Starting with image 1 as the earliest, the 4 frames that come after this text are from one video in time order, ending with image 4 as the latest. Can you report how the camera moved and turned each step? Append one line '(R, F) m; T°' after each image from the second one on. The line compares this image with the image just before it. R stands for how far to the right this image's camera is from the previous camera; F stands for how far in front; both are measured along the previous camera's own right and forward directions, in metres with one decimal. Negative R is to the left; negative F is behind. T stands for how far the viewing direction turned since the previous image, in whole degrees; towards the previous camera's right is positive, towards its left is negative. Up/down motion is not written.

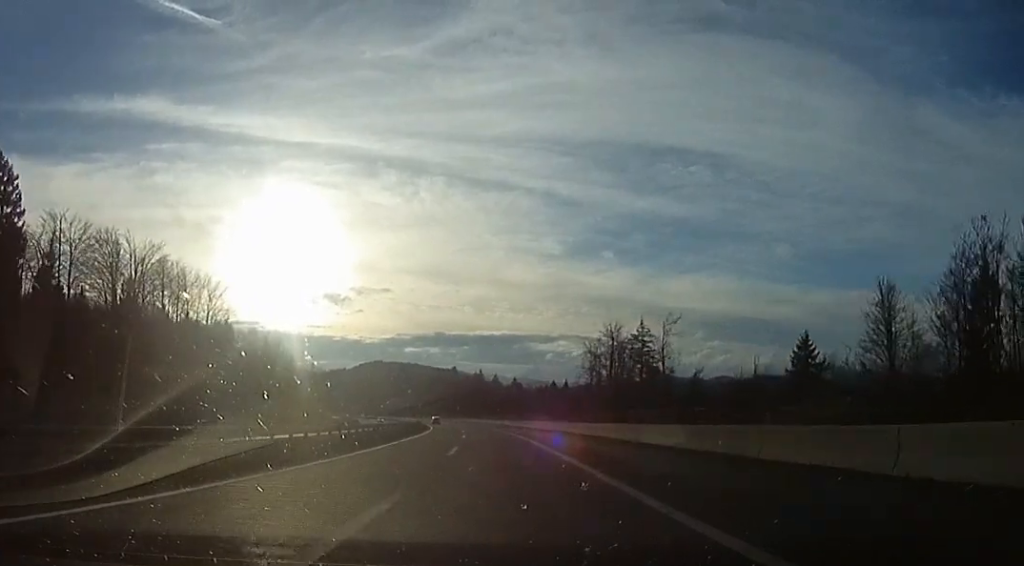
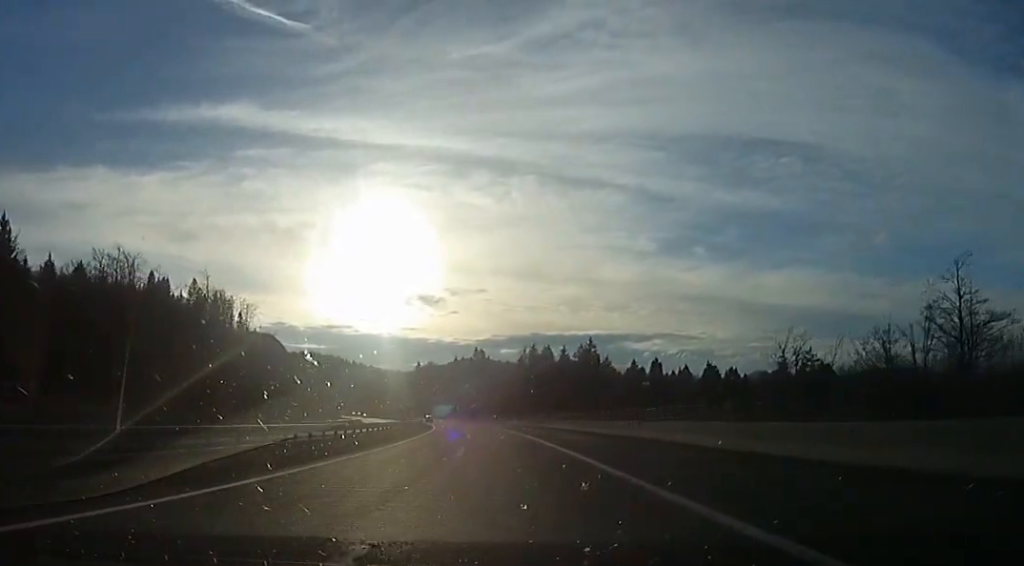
(-5.2, +116.6) m; -7°
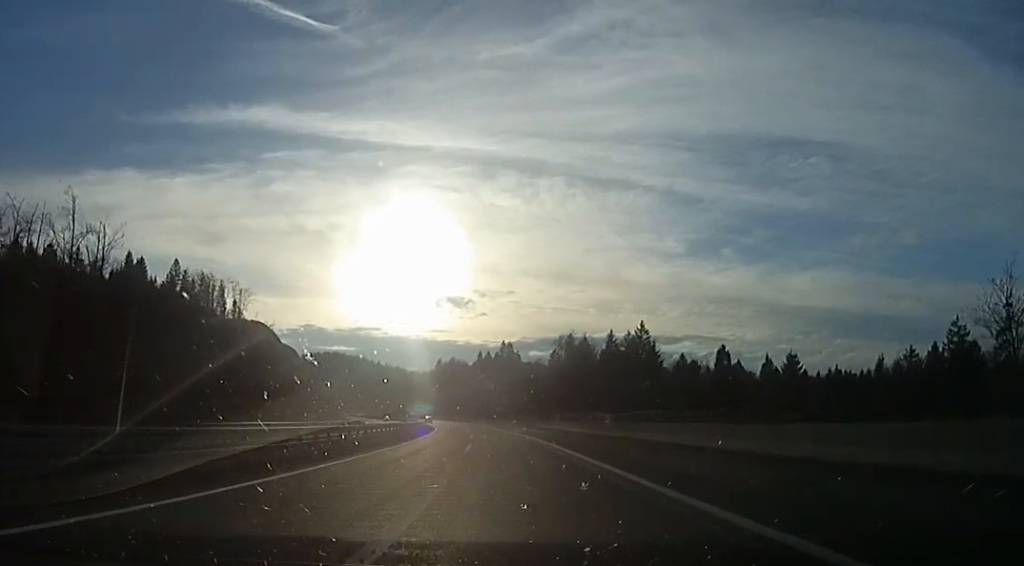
(-0.7, +34.1) m; -3°
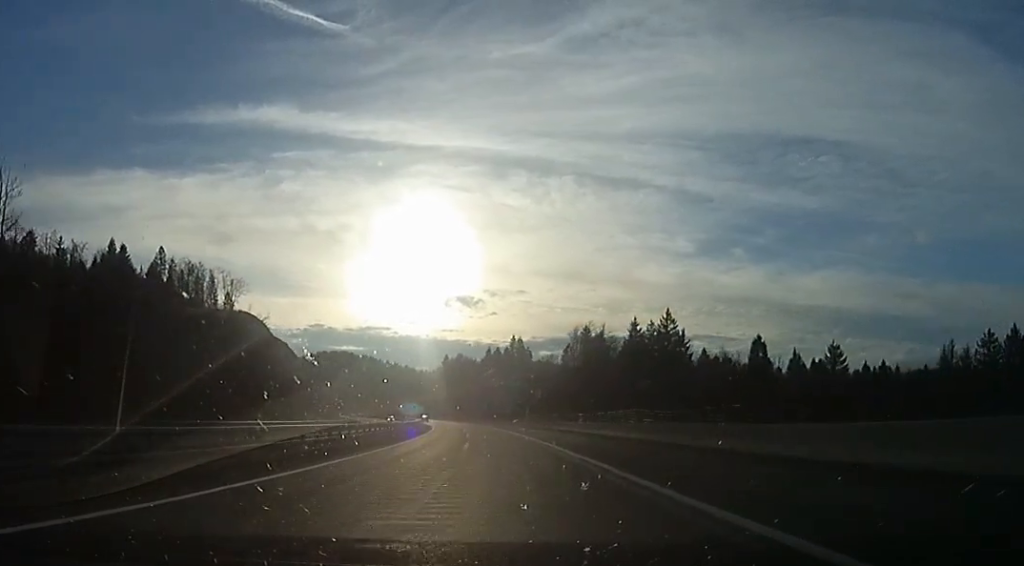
(-0.4, +15.7) m; -2°
